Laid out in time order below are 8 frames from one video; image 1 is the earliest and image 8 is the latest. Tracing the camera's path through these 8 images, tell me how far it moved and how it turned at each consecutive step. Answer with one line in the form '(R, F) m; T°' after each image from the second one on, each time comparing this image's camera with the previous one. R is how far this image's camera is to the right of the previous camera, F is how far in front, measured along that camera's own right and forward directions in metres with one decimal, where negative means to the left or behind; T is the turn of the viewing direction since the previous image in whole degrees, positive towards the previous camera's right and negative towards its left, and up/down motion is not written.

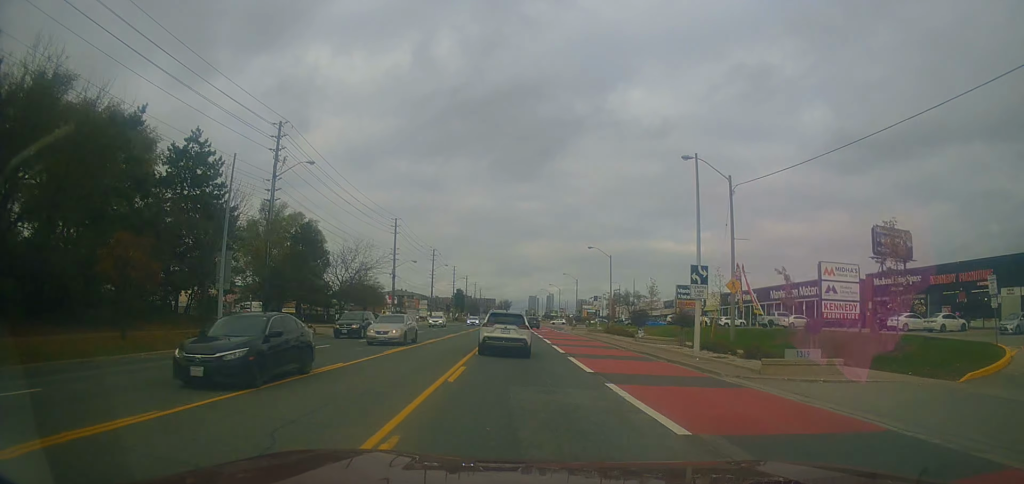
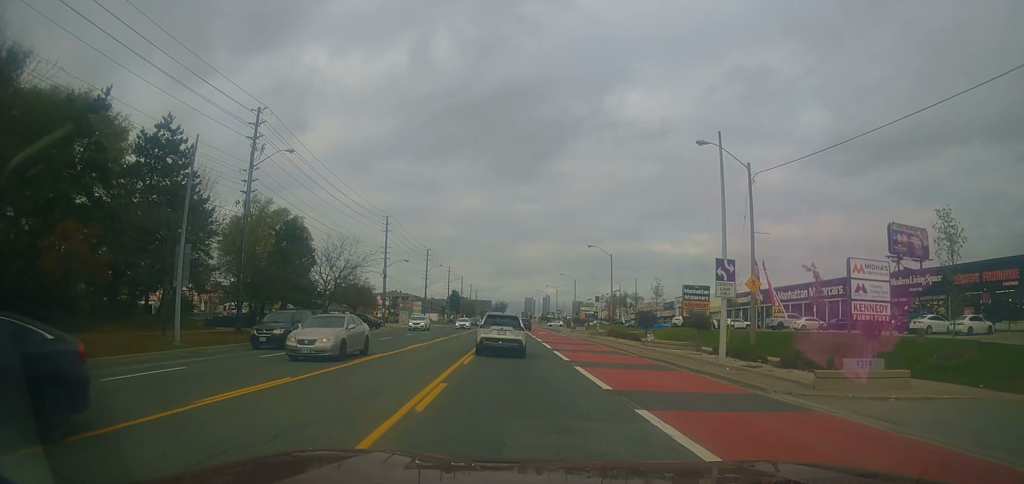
(0.0, +4.0) m; -1°
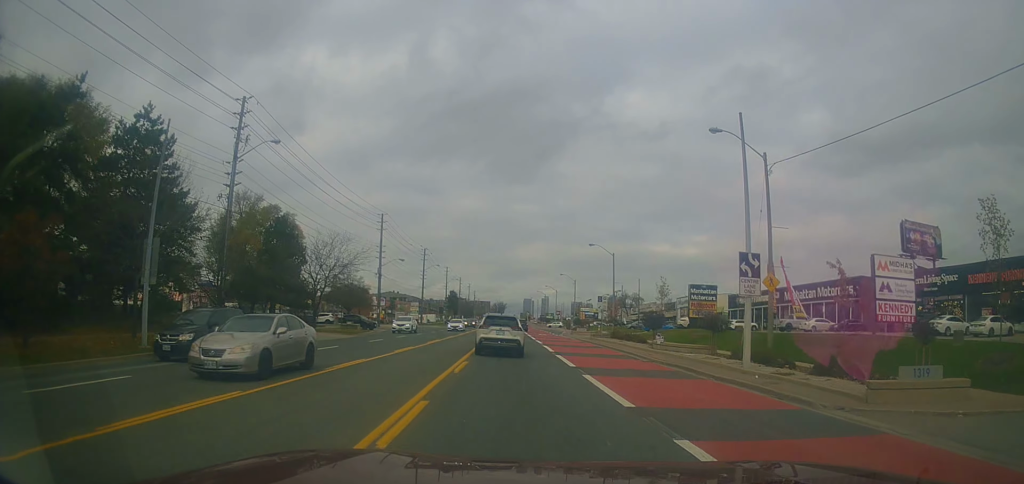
(0.0, +2.6) m; -2°
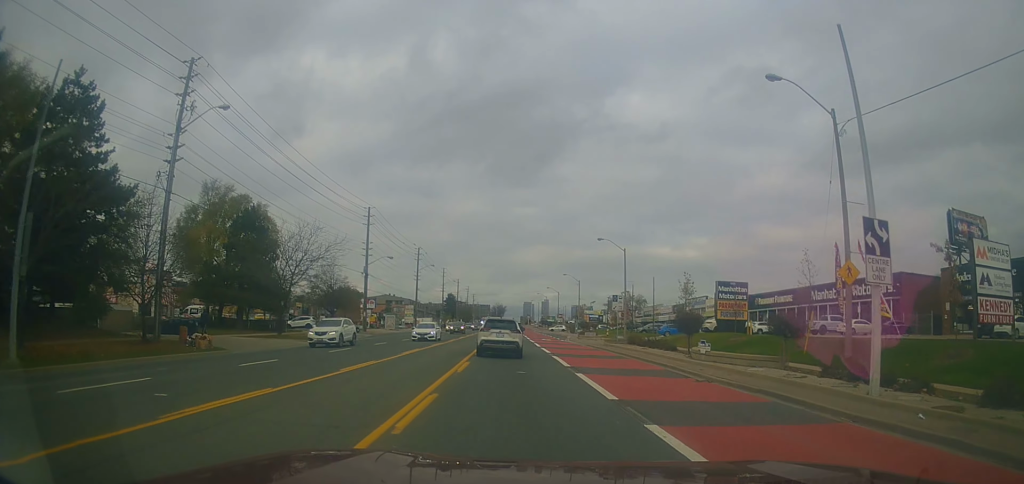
(-0.4, +7.6) m; +1°
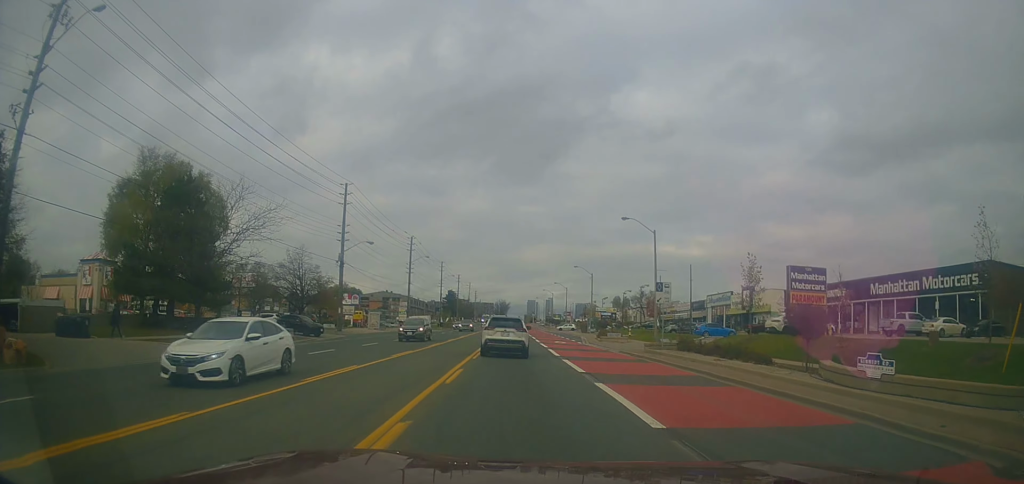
(+1.0, +11.9) m; +2°
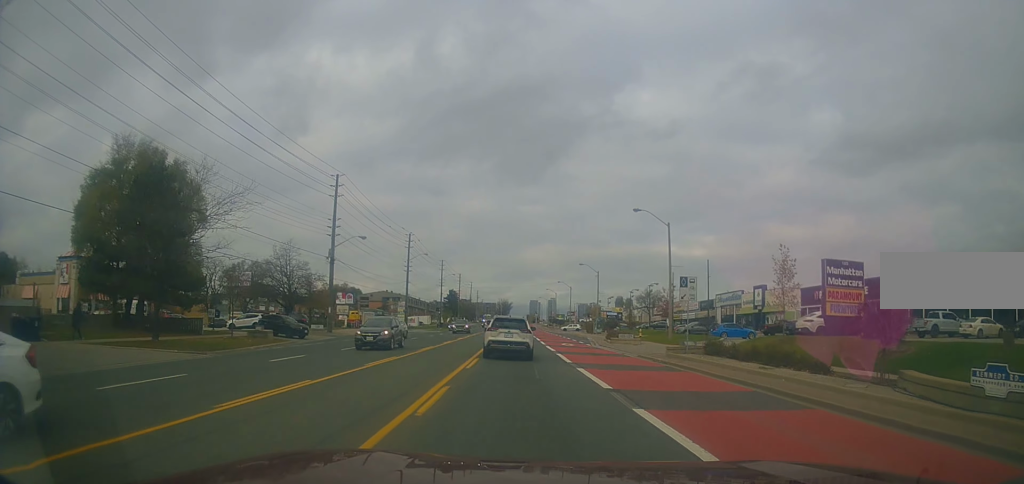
(-0.1, +4.0) m; -3°
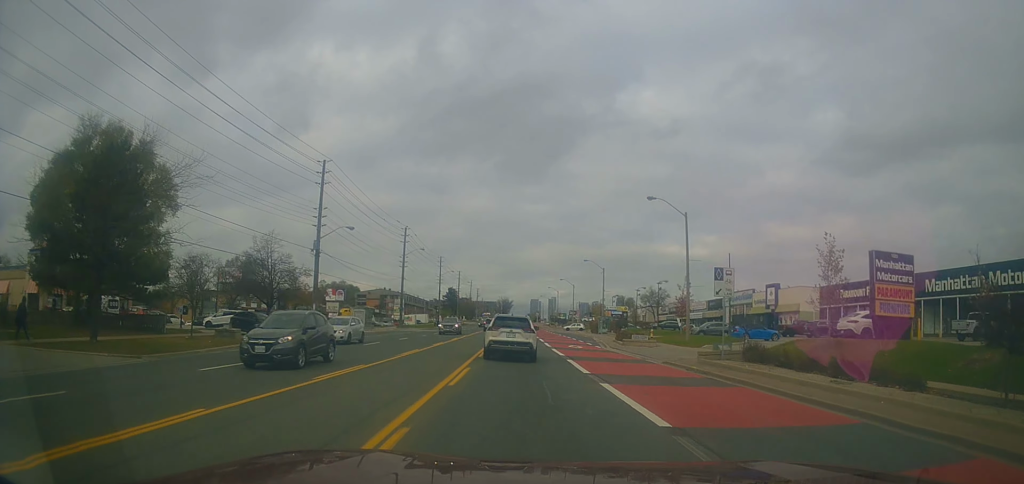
(-0.2, +4.7) m; -1°
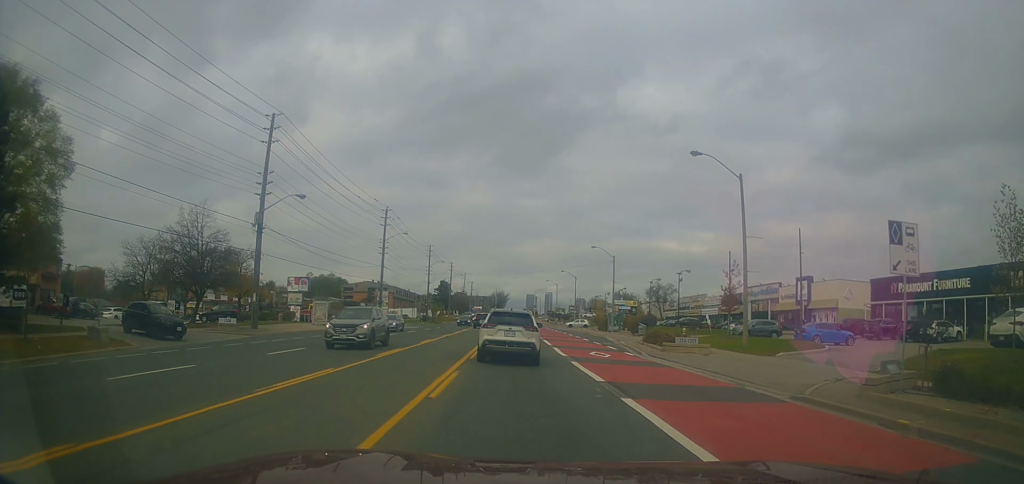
(+0.4, +13.0) m; +3°
